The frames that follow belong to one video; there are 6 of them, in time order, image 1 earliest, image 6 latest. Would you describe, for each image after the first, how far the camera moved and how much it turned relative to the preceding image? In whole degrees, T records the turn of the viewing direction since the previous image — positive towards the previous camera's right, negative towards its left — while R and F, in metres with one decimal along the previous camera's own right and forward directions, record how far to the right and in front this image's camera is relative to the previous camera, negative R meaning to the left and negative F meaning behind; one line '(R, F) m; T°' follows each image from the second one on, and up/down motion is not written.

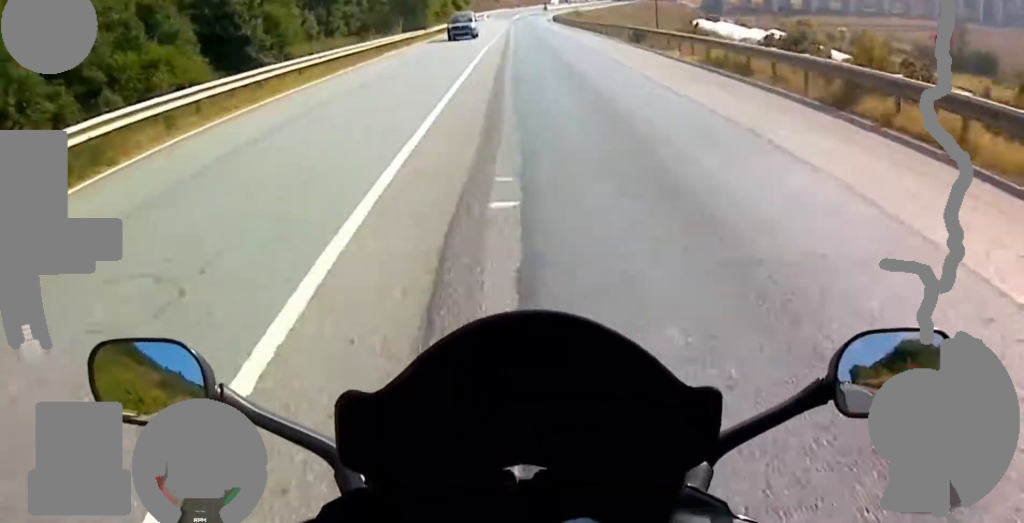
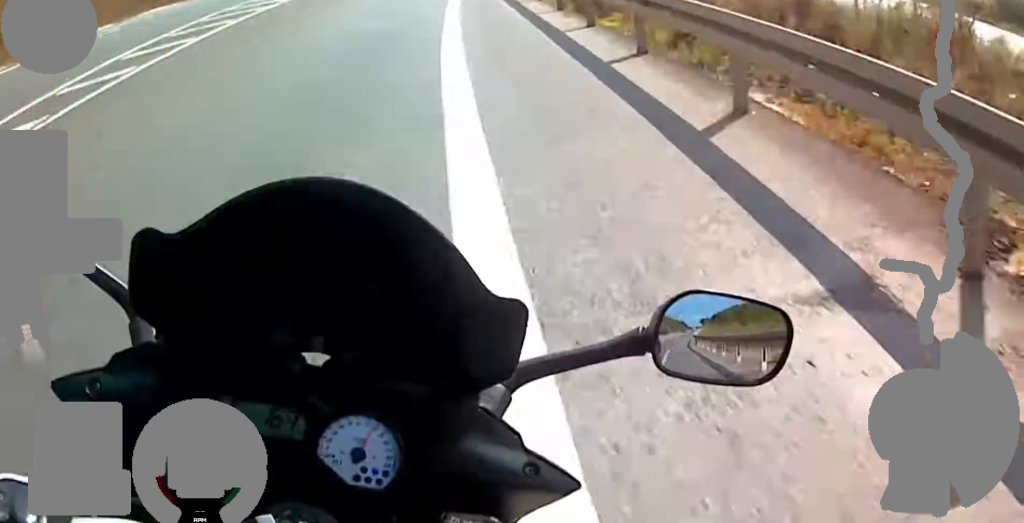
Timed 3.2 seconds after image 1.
(+10.4, +140.9) m; +9°
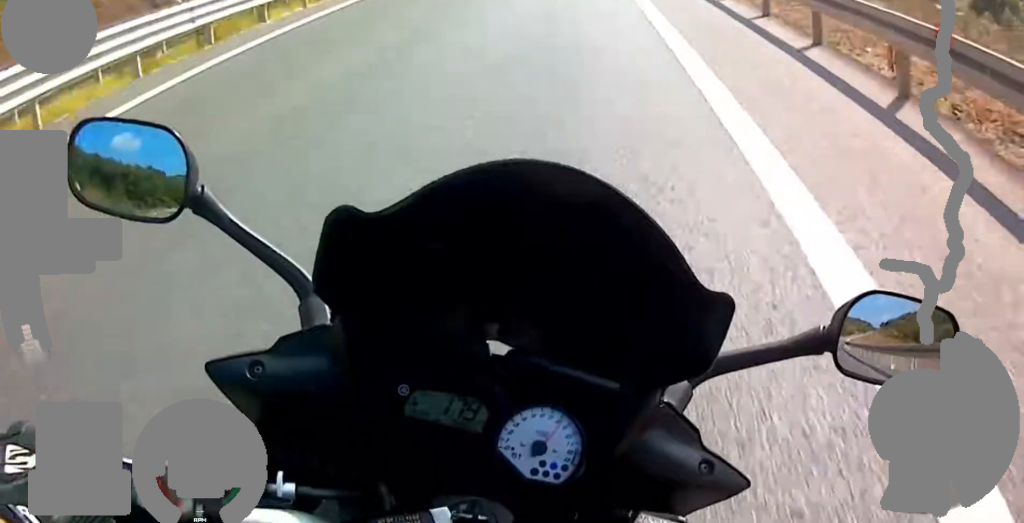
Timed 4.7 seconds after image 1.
(+1.8, +71.6) m; +2°
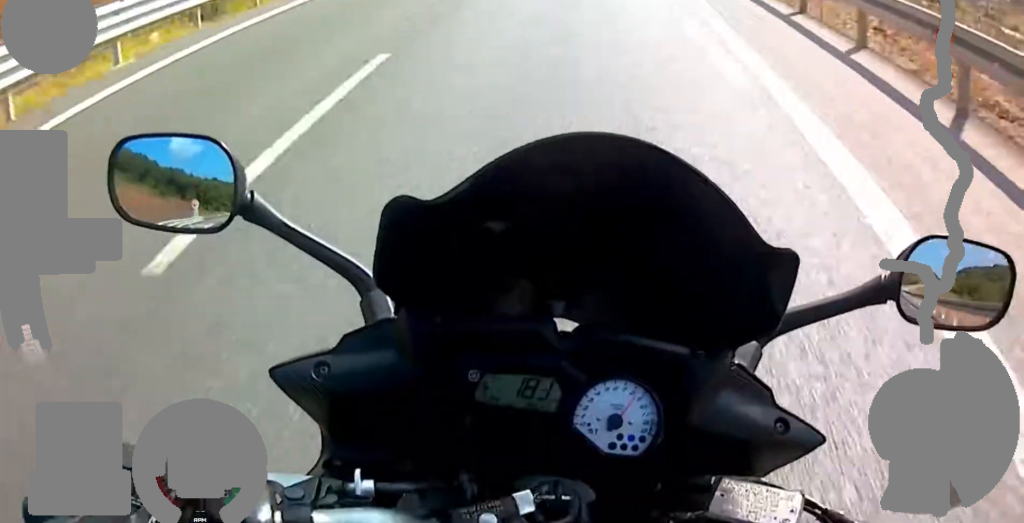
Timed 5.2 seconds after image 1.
(+0.2, +22.1) m; 0°
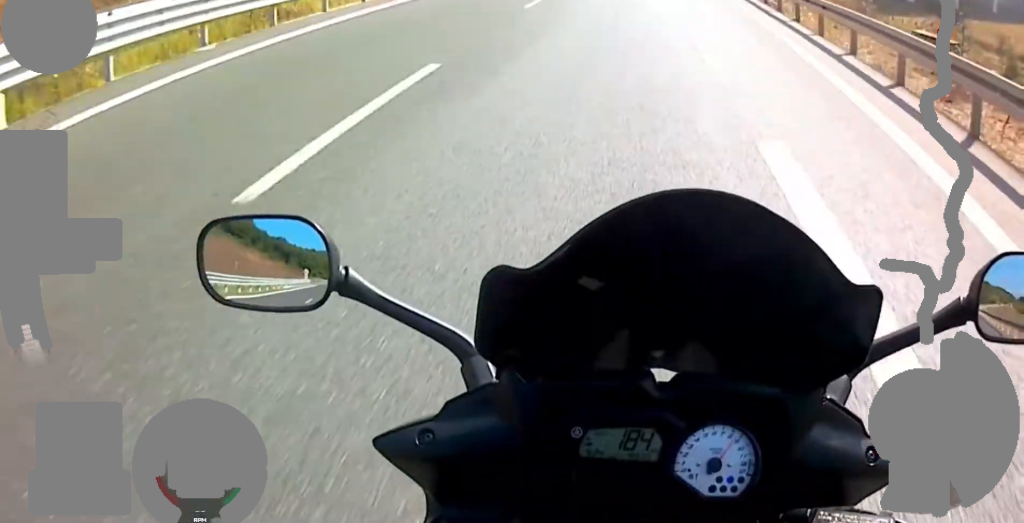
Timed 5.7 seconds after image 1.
(0.0, +22.2) m; 0°
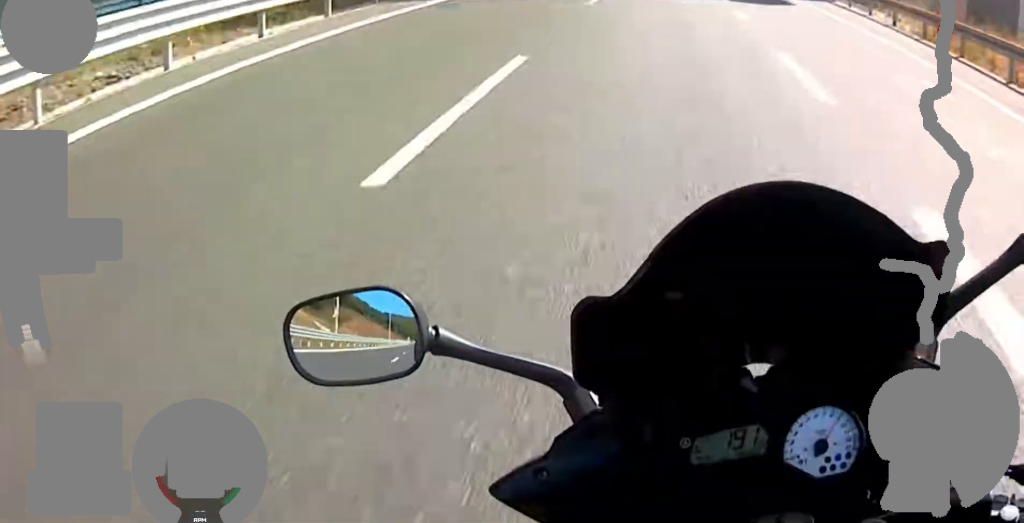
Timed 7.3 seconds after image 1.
(0.0, +79.4) m; -2°
